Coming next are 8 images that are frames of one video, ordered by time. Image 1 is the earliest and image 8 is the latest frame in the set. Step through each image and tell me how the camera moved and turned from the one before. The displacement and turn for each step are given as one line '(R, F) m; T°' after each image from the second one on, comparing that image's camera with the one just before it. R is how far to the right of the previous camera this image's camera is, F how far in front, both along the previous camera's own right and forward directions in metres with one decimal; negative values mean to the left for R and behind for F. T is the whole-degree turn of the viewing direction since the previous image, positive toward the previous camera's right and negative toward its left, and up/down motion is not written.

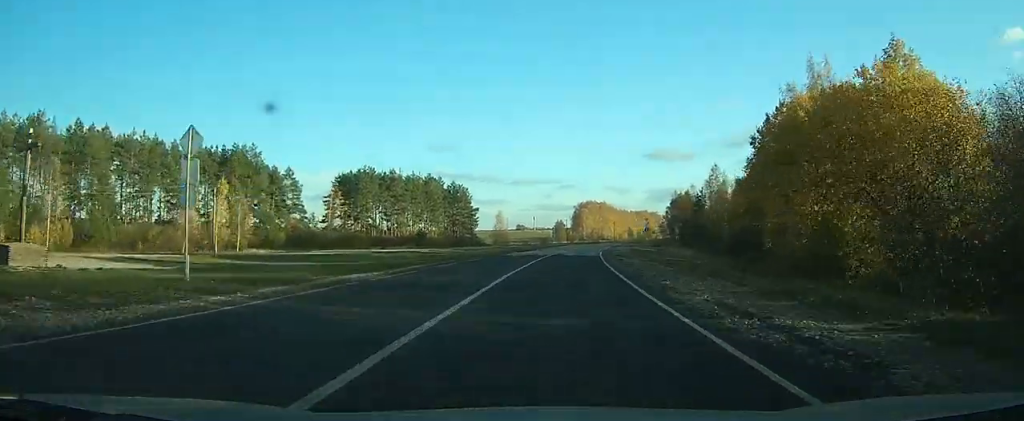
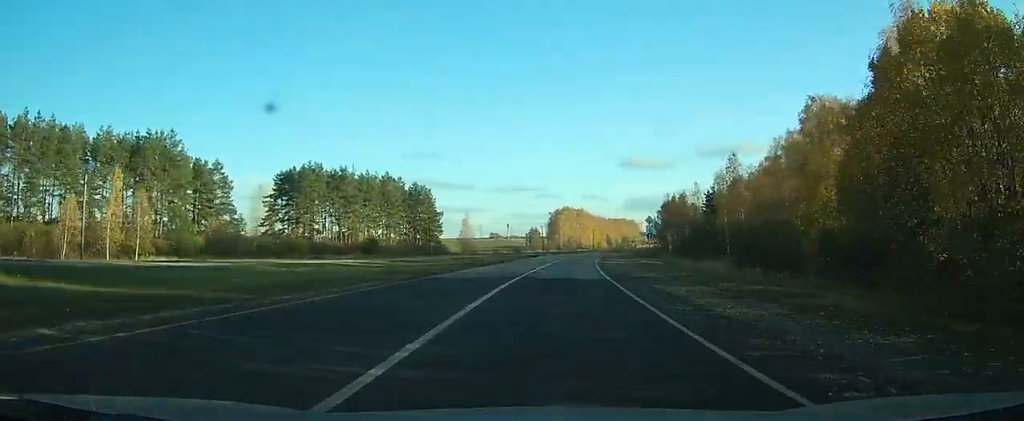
(+0.3, +19.8) m; +2°
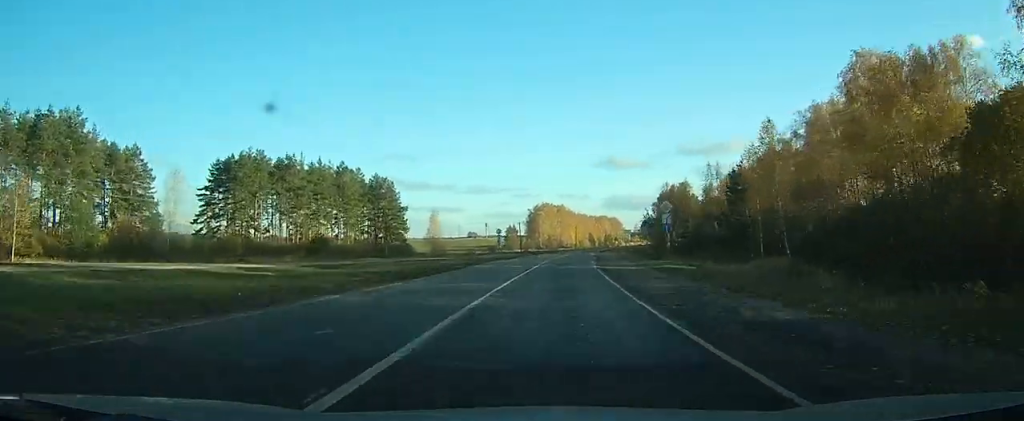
(+0.3, +19.1) m; +1°
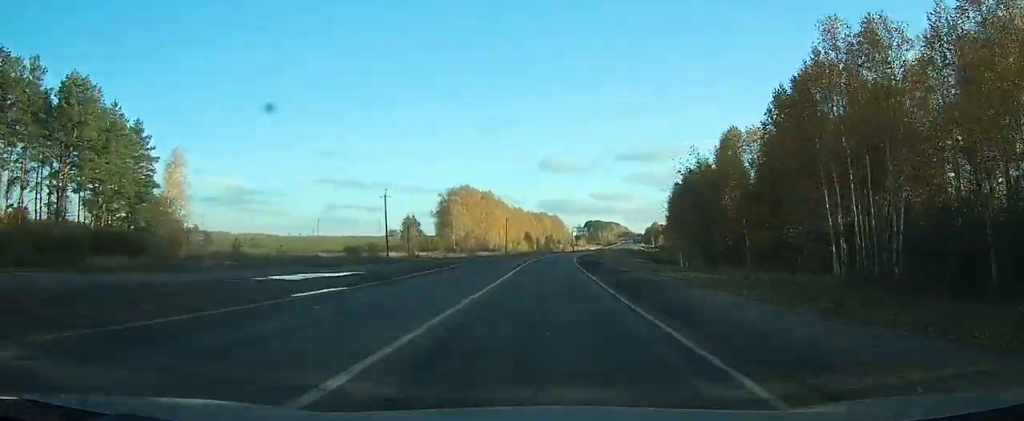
(+4.3, +83.4) m; +6°
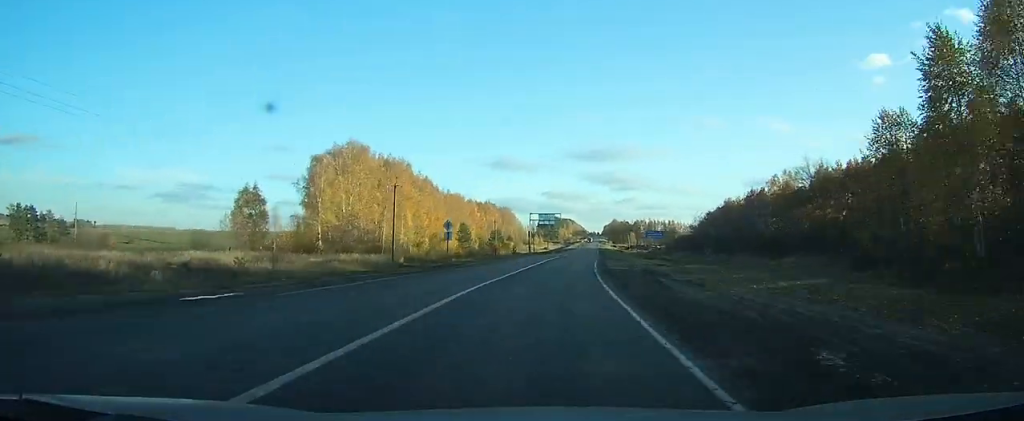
(+3.0, +68.1) m; +6°
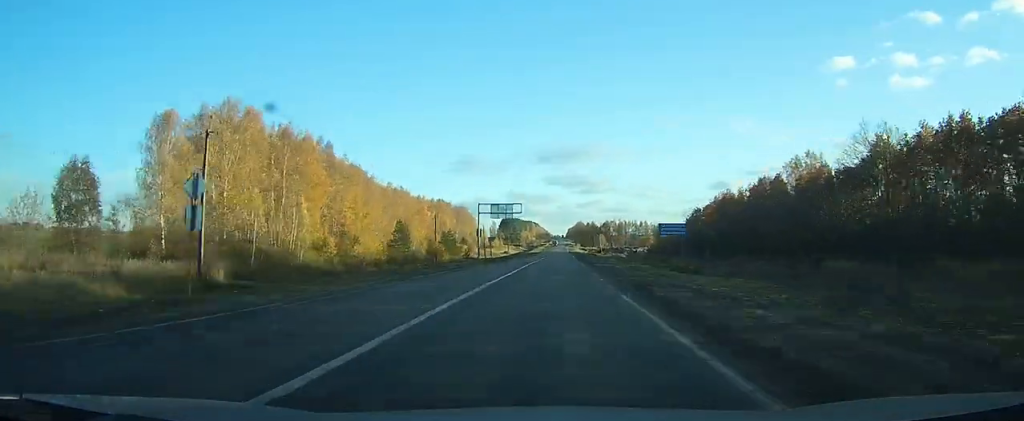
(+0.9, +30.2) m; +2°
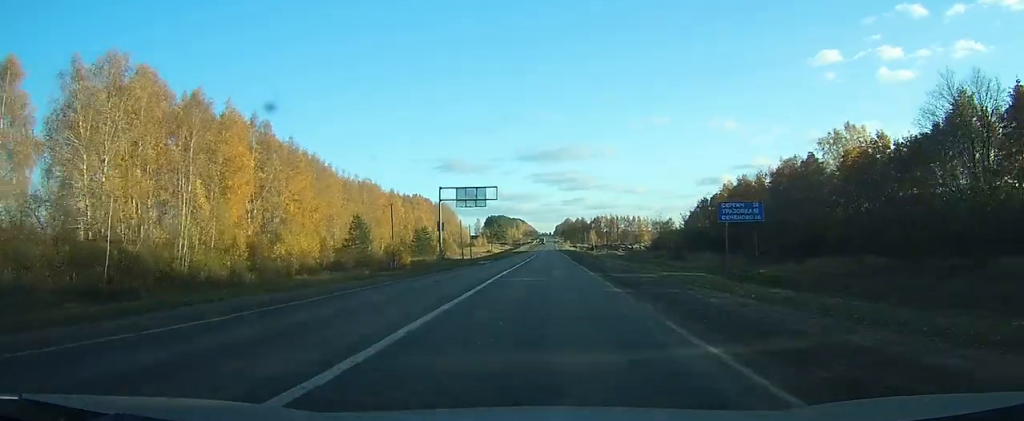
(+0.1, +19.7) m; +1°
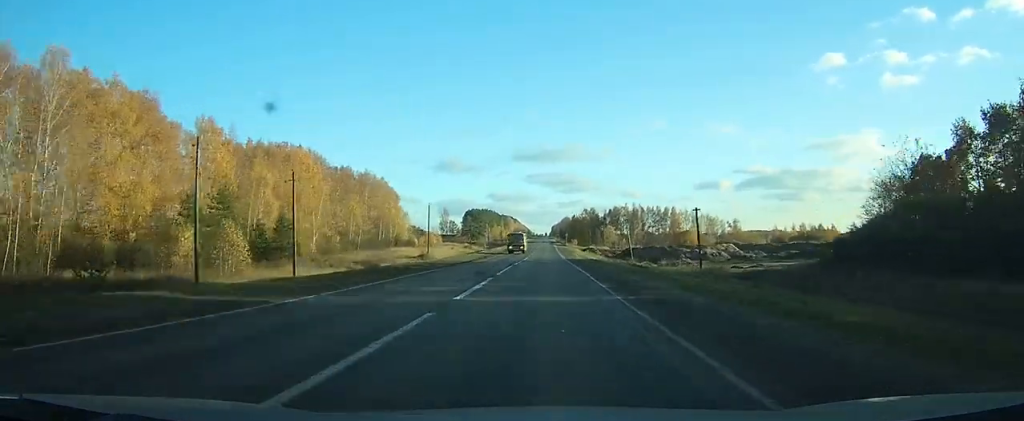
(+1.7, +112.1) m; +1°
